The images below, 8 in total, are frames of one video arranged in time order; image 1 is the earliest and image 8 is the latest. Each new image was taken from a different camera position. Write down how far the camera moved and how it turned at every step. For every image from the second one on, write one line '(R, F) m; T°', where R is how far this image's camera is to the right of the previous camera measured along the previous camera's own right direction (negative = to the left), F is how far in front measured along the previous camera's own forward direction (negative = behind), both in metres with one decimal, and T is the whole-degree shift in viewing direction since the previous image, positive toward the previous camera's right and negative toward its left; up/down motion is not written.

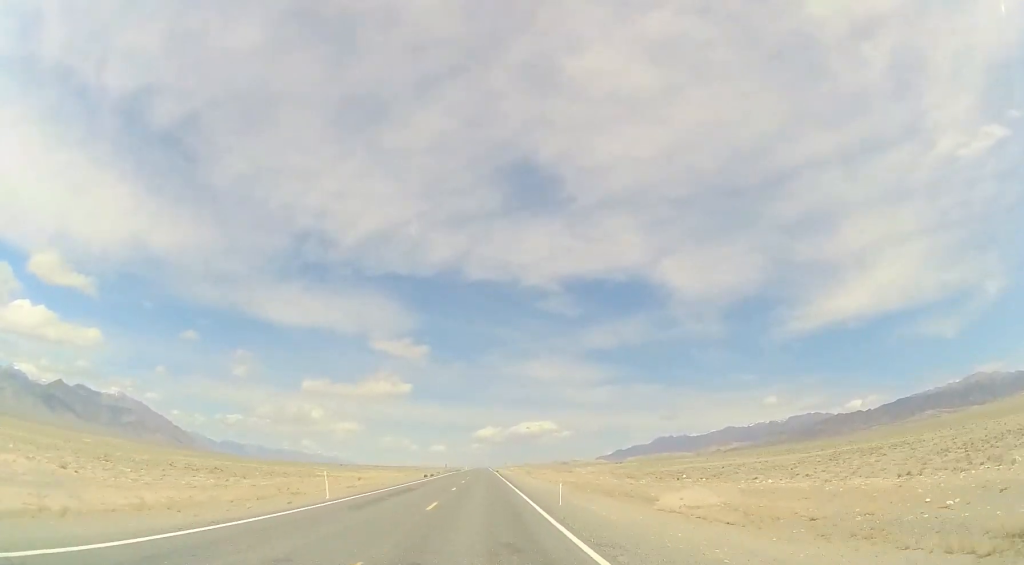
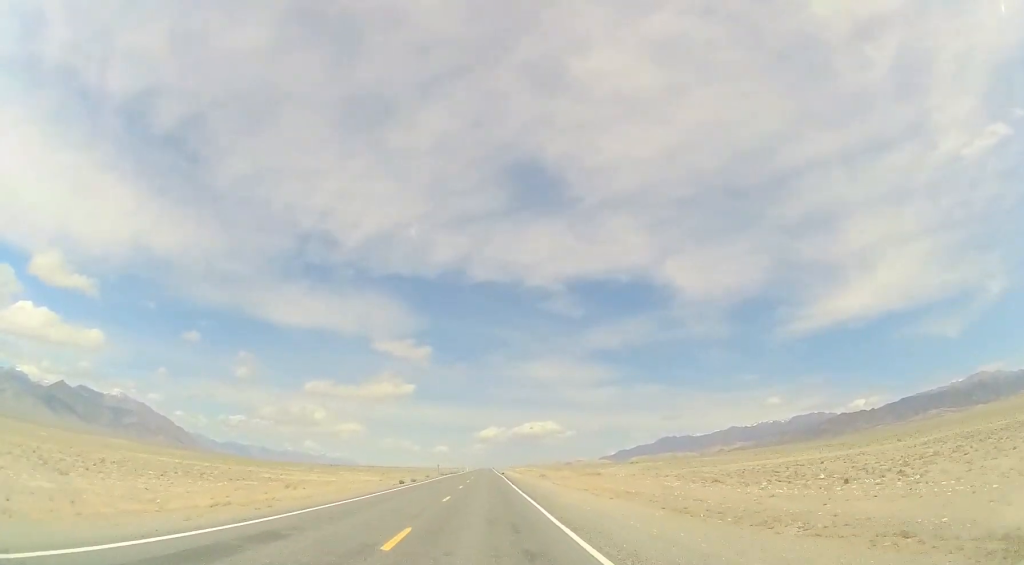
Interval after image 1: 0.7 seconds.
(-0.2, +22.6) m; 0°
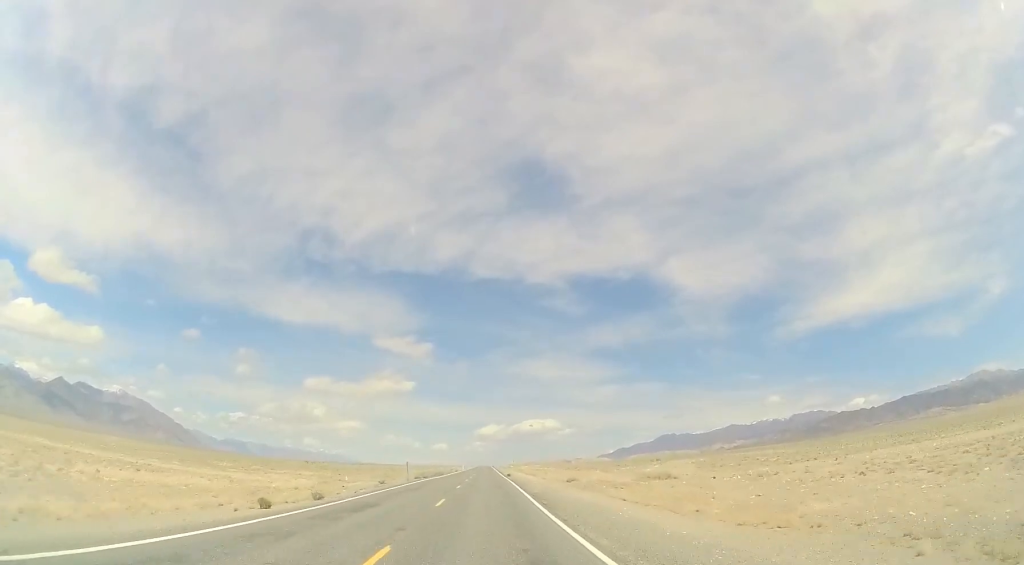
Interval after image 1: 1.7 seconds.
(+0.1, +30.6) m; -1°
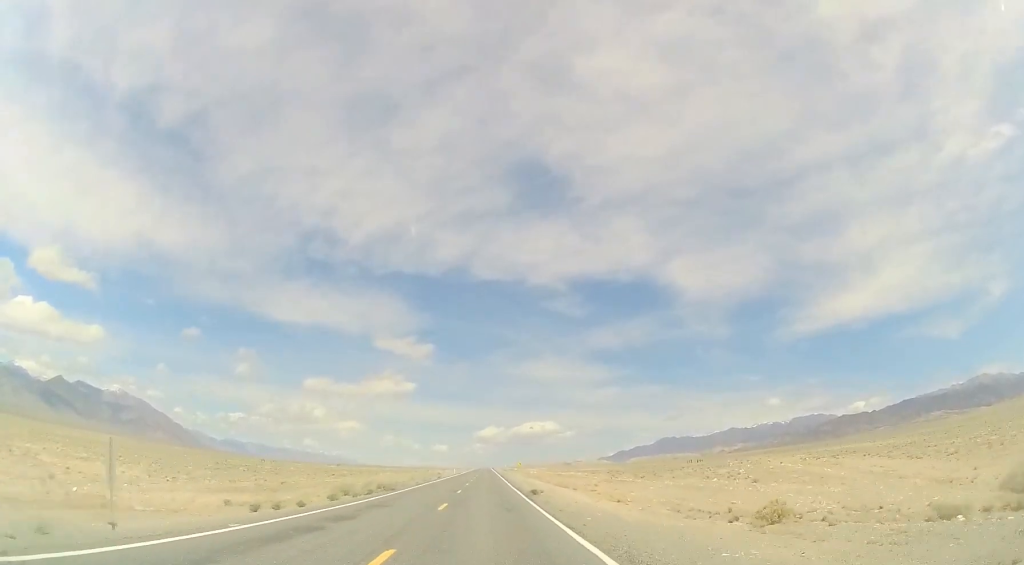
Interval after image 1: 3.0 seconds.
(-0.4, +40.4) m; 0°
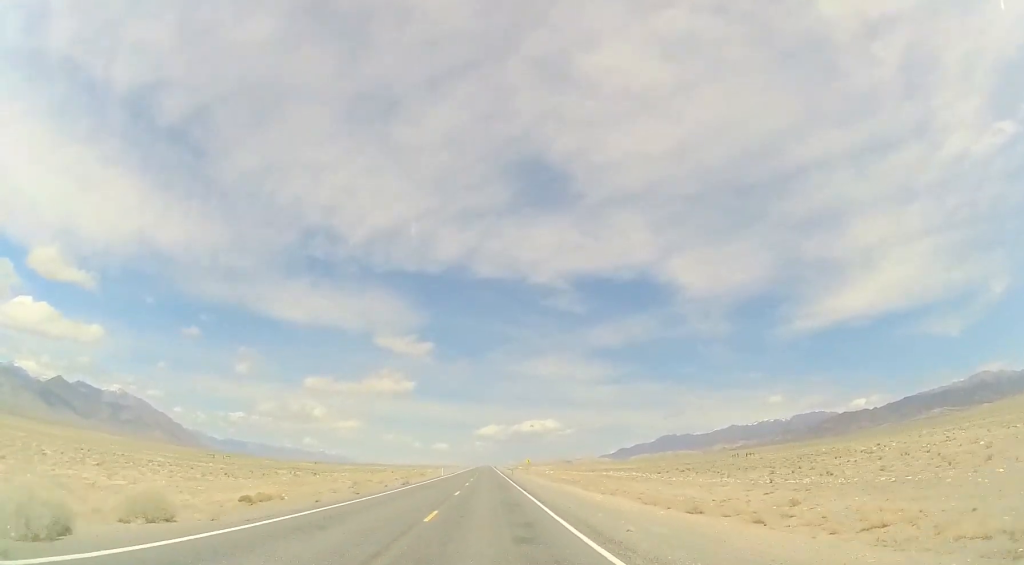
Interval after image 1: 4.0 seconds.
(+0.4, +33.2) m; 0°
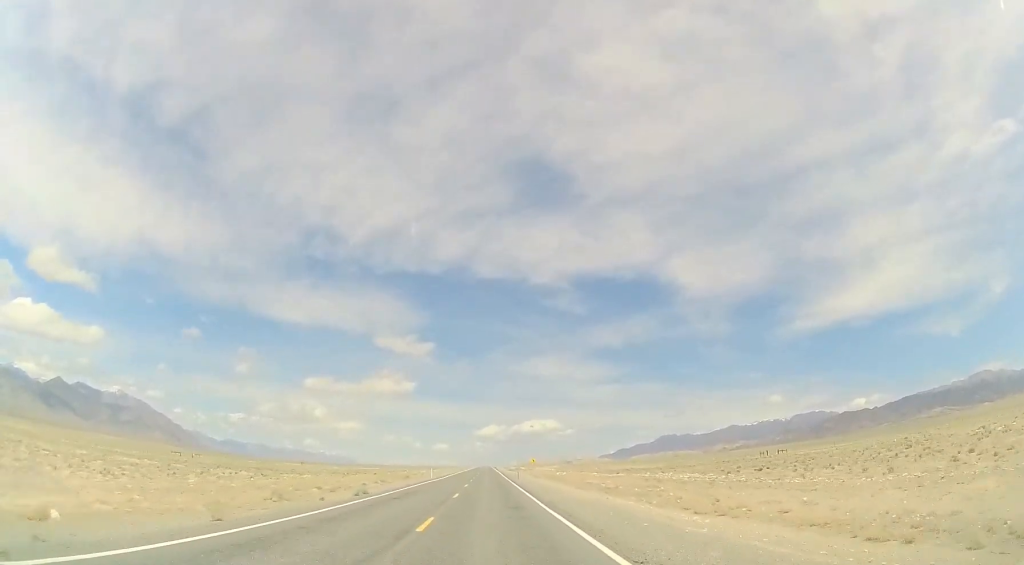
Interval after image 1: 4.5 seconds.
(-0.1, +15.6) m; 0°
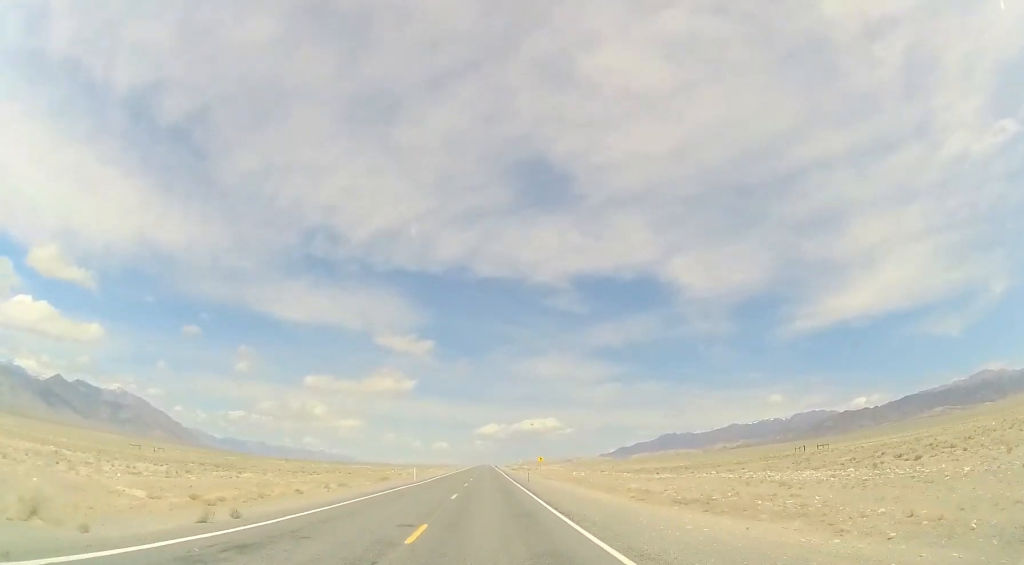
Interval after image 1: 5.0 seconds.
(0.0, +15.7) m; 0°
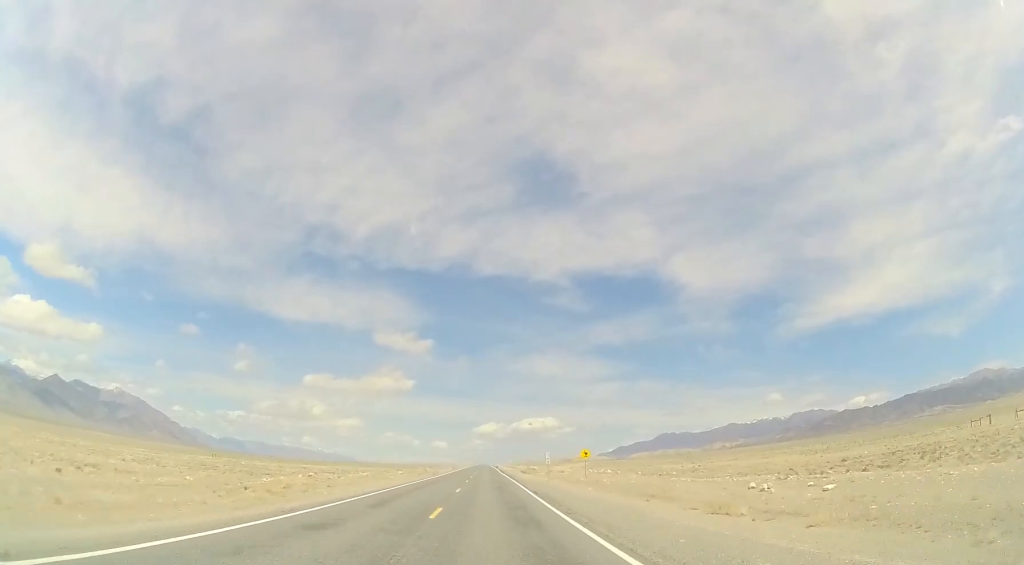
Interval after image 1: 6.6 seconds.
(+0.8, +49.3) m; +1°
